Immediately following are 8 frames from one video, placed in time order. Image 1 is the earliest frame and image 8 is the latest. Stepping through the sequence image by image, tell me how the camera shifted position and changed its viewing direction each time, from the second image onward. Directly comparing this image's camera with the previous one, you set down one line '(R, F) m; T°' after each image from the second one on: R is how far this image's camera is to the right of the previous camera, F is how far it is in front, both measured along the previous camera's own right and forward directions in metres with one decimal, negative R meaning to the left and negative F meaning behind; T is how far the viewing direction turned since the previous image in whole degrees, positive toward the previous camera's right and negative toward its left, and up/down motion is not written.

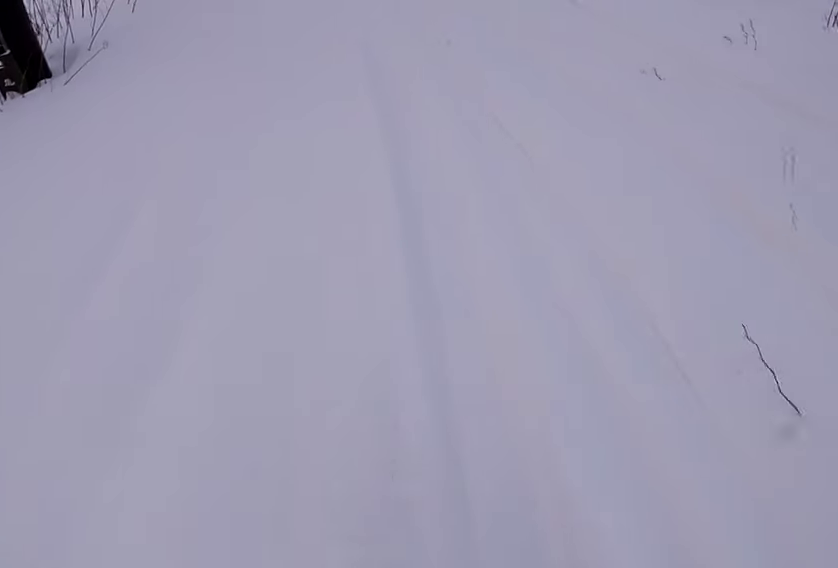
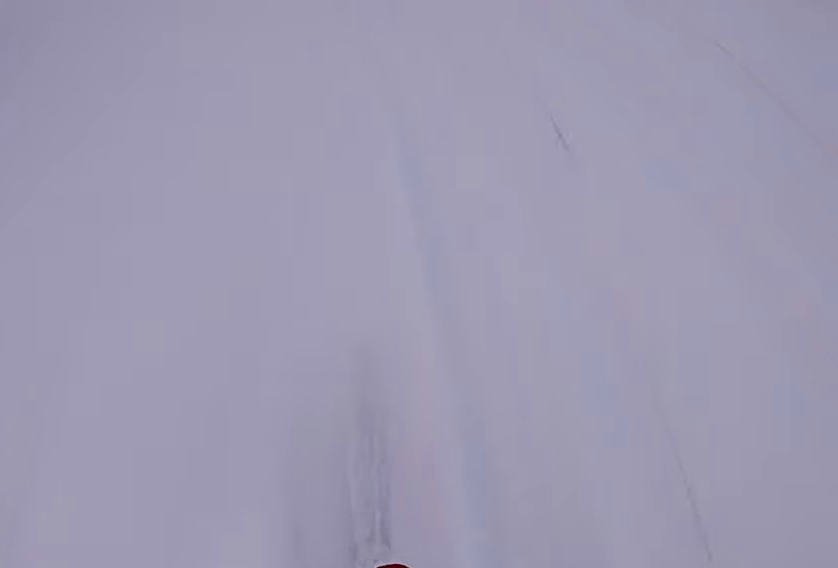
(+0.5, +2.9) m; +5°
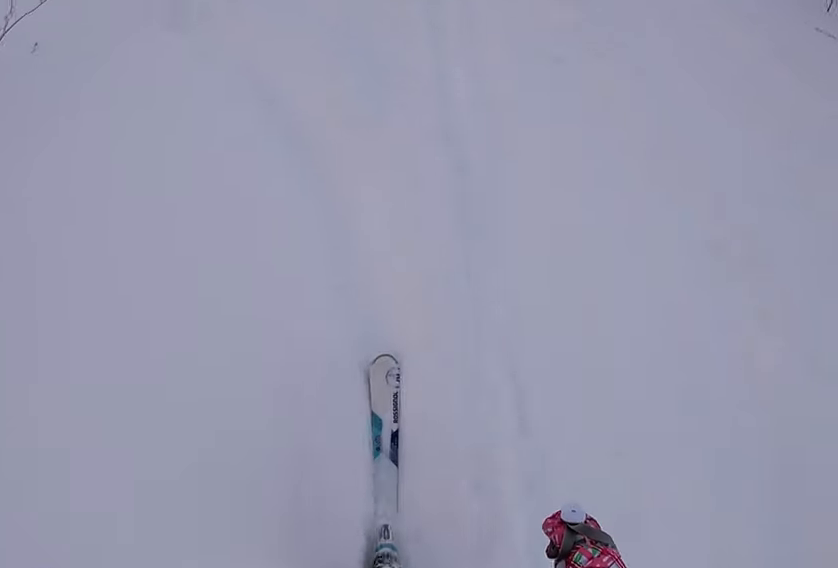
(+0.3, +3.8) m; +1°
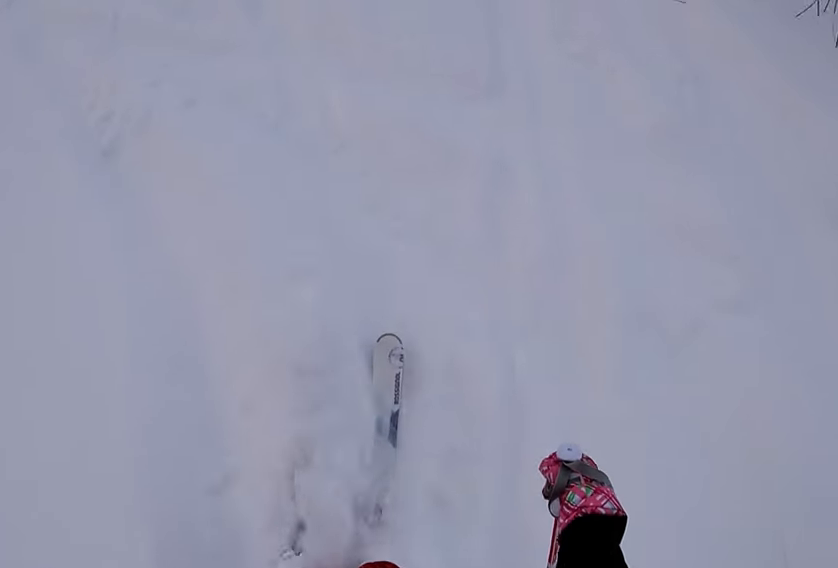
(+0.1, +2.1) m; -5°
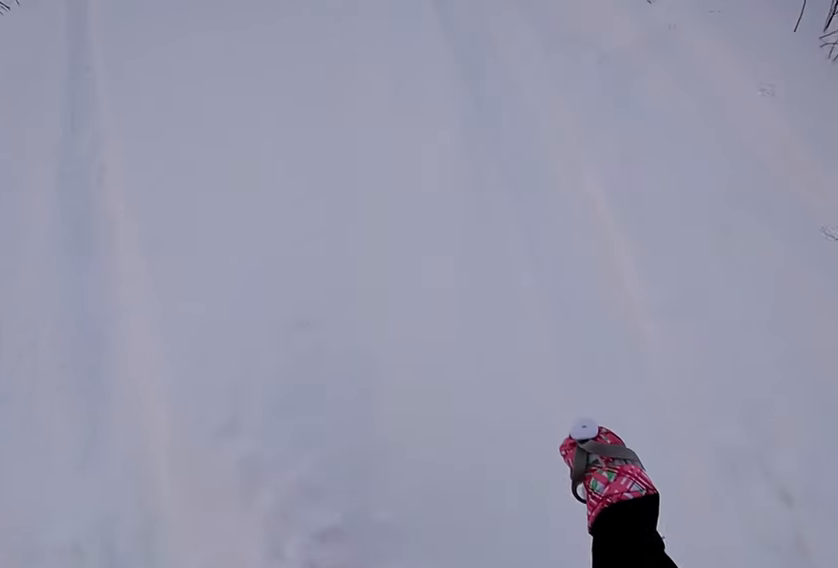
(-0.1, +2.7) m; -5°
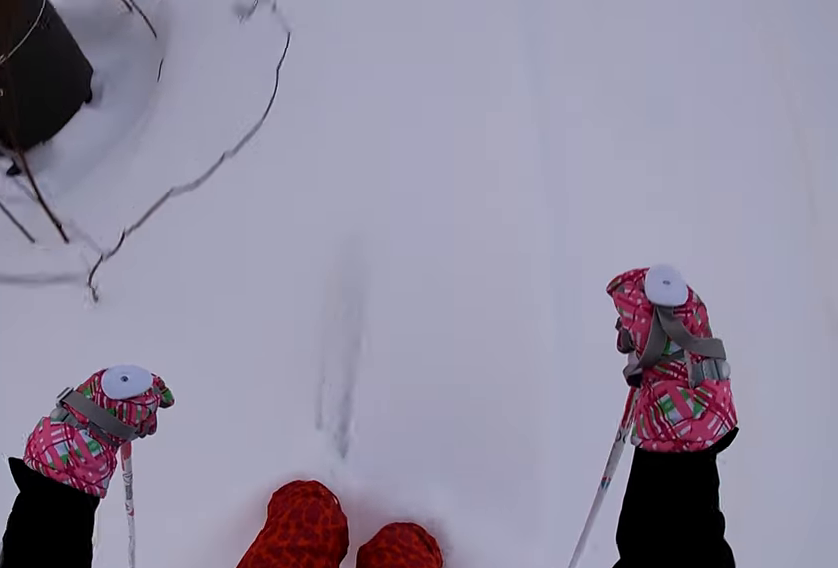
(-0.5, +6.1) m; -7°
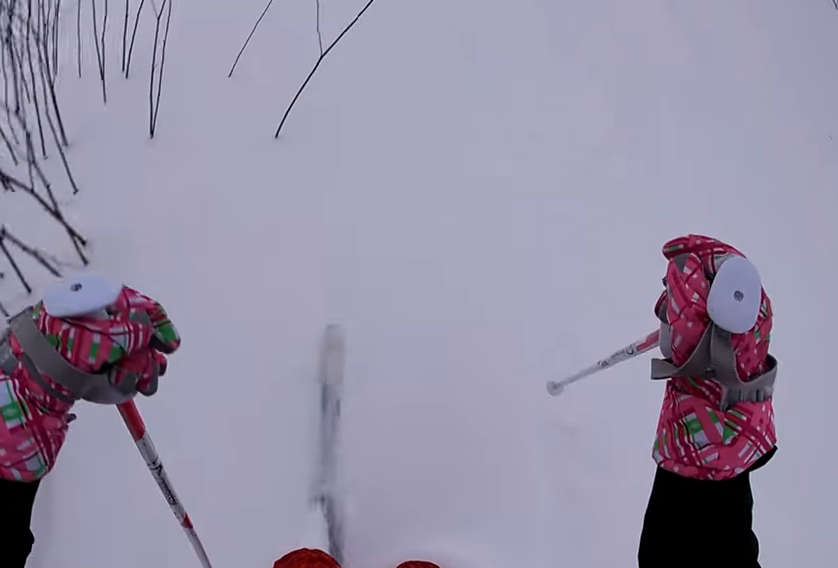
(0.0, +1.7) m; 0°
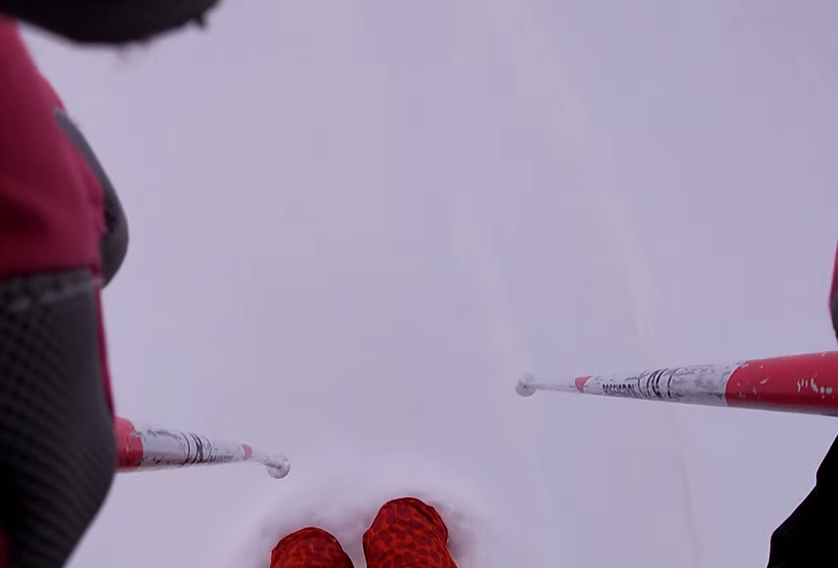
(-0.5, +8.6) m; +1°
